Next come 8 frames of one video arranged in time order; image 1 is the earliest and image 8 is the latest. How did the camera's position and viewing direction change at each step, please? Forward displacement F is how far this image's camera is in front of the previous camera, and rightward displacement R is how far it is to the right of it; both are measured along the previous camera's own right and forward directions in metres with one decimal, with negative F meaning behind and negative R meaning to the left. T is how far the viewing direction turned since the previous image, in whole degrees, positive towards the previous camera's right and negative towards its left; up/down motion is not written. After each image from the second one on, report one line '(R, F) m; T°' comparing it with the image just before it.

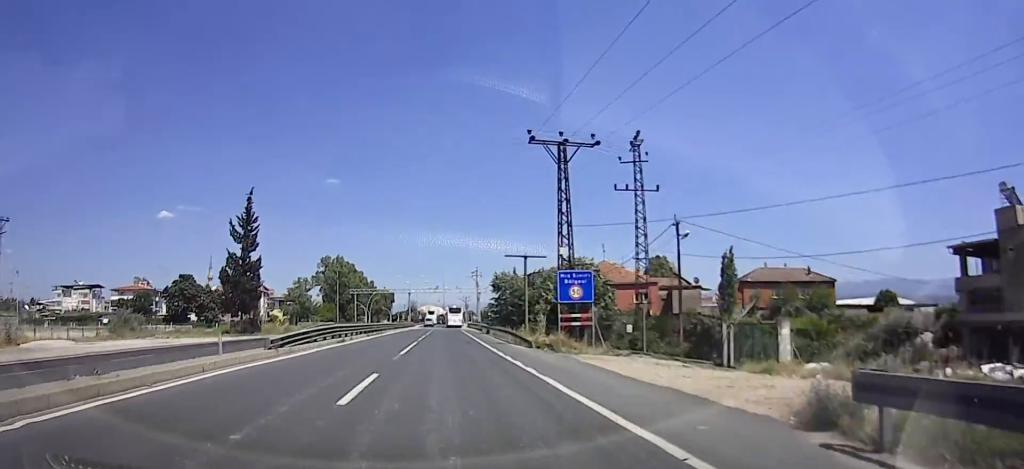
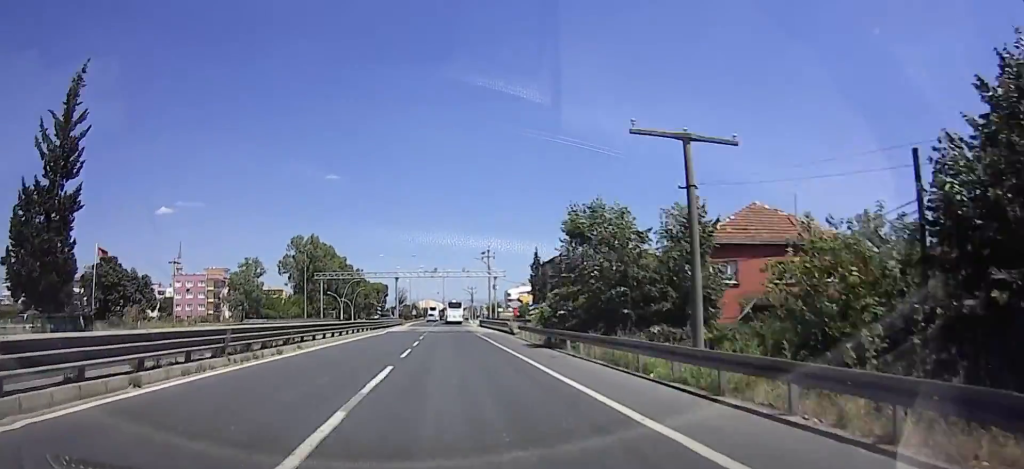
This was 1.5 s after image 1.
(0.0, +32.1) m; 0°
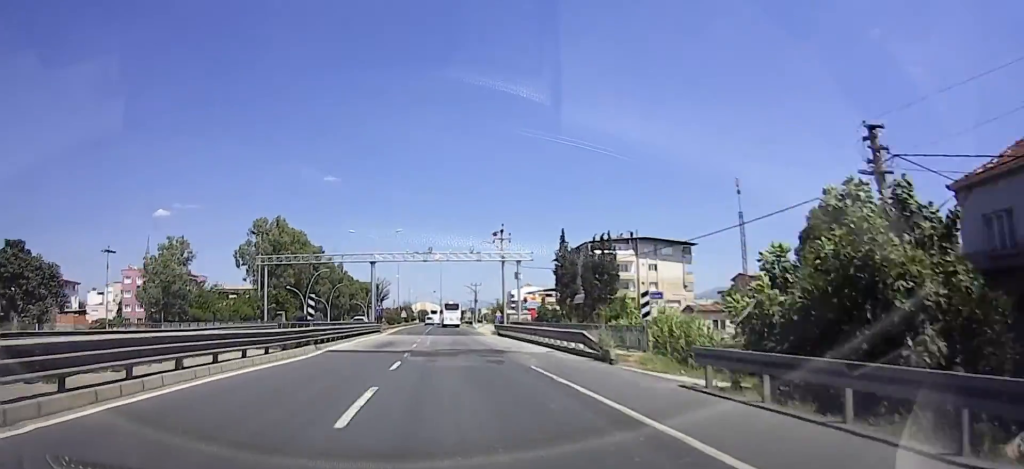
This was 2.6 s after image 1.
(0.0, +24.1) m; 0°
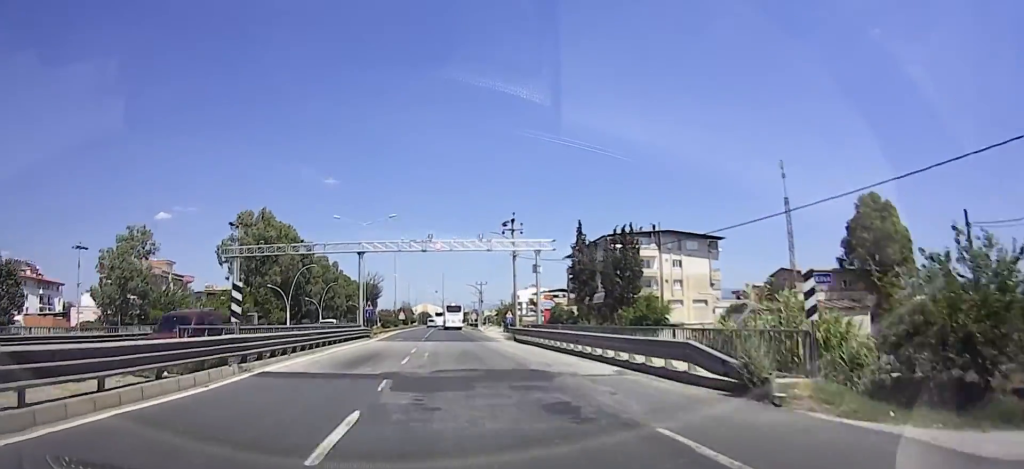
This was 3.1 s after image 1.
(0.0, +8.9) m; 0°
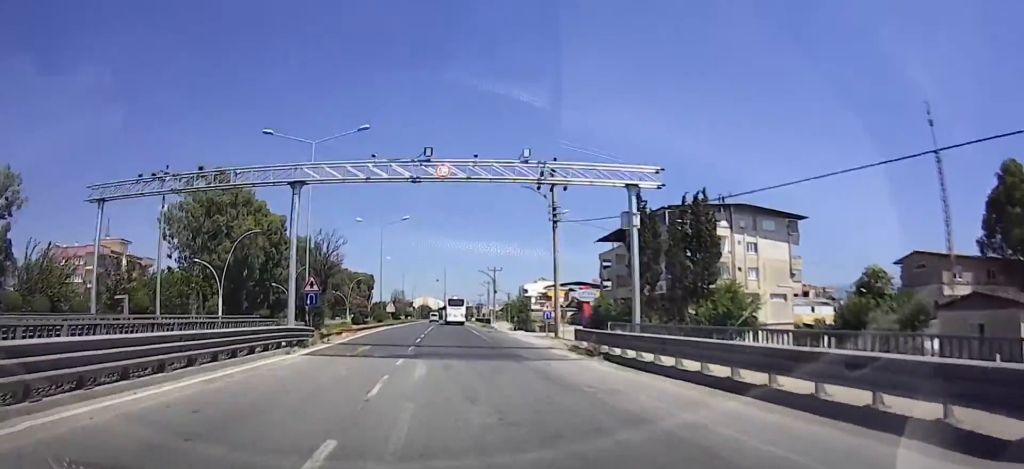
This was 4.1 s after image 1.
(0.0, +20.2) m; 0°
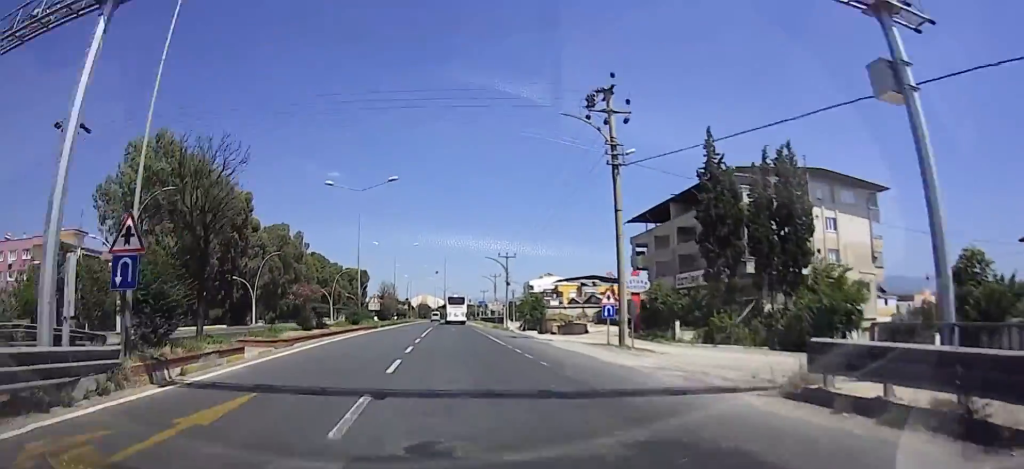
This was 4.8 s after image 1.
(0.0, +14.6) m; 0°
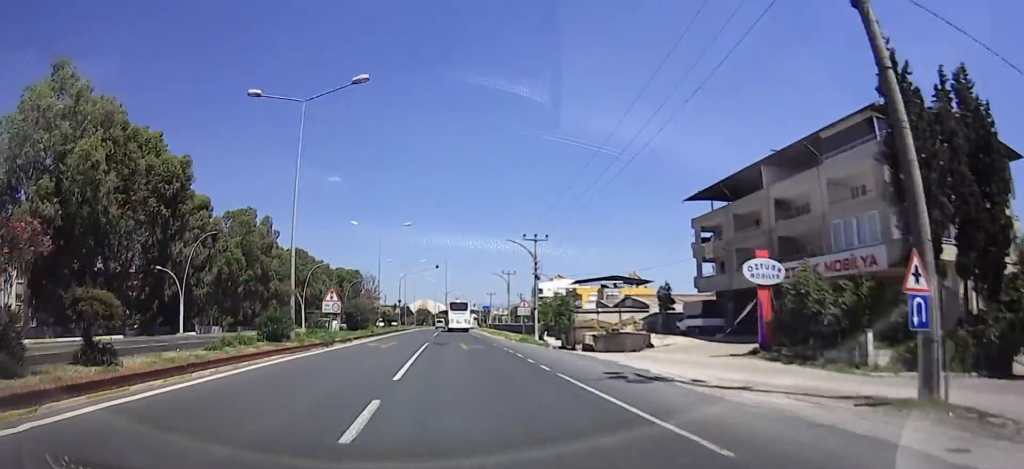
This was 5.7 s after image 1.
(0.0, +17.8) m; 0°
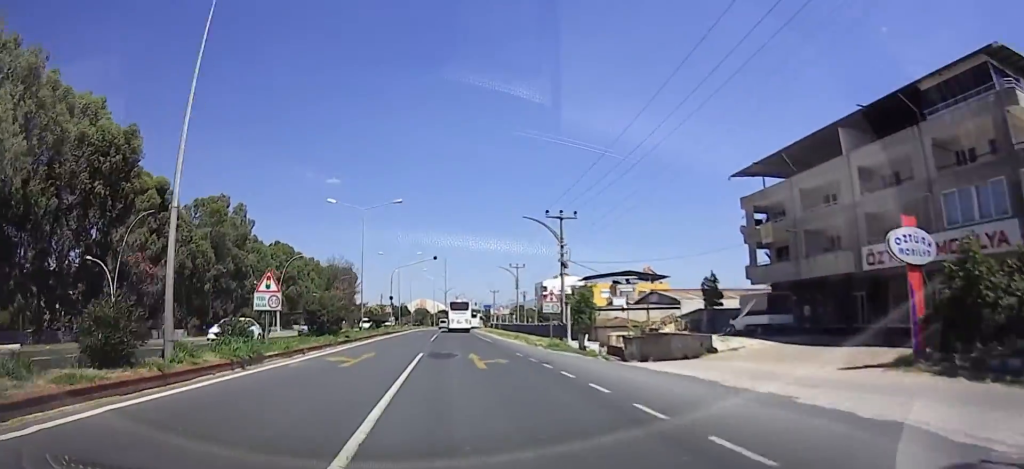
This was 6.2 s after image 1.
(0.0, +9.8) m; 0°
